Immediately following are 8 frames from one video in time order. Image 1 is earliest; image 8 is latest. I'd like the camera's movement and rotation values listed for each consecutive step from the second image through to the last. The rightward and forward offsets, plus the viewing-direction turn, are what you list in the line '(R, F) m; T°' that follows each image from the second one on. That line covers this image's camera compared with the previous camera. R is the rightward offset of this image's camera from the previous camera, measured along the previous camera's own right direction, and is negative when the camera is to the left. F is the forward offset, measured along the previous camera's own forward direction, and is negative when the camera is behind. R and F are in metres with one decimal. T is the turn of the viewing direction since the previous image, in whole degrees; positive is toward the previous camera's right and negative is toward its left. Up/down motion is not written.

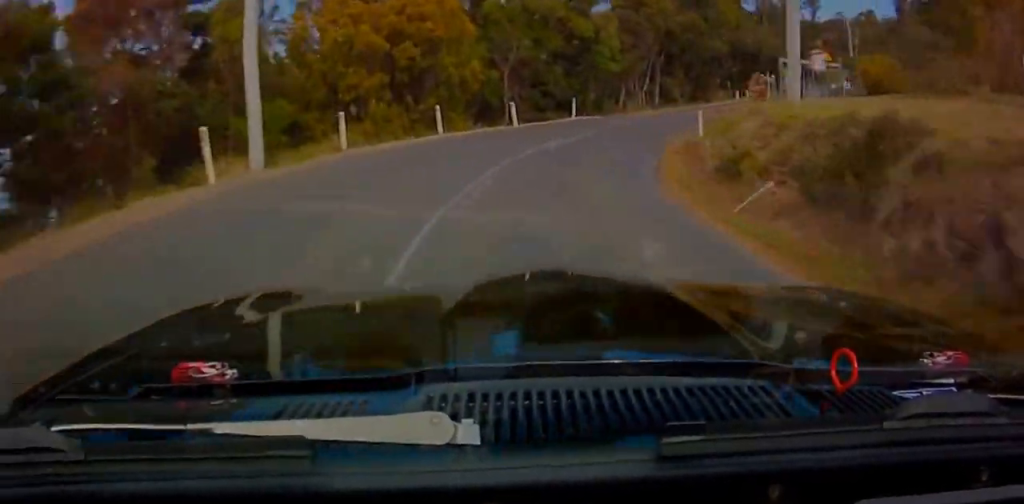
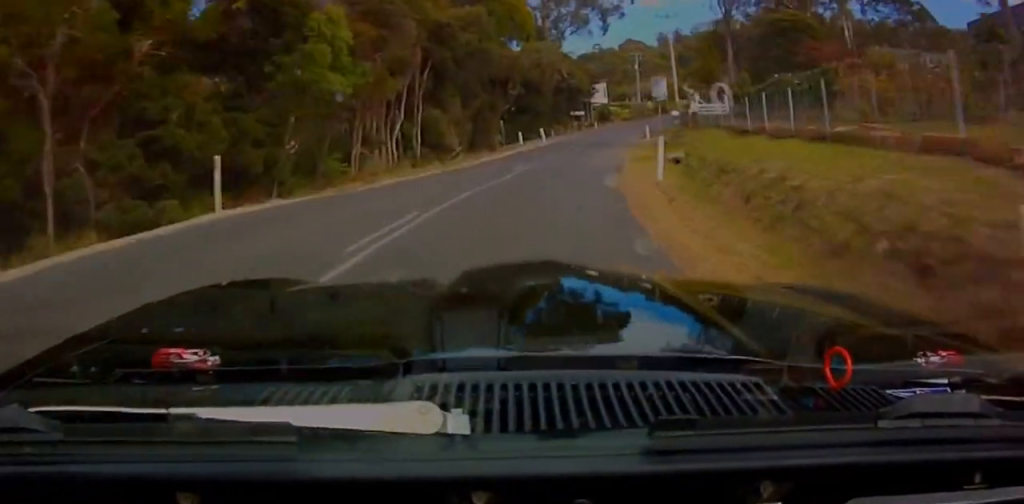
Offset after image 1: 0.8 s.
(0.0, +17.7) m; +3°
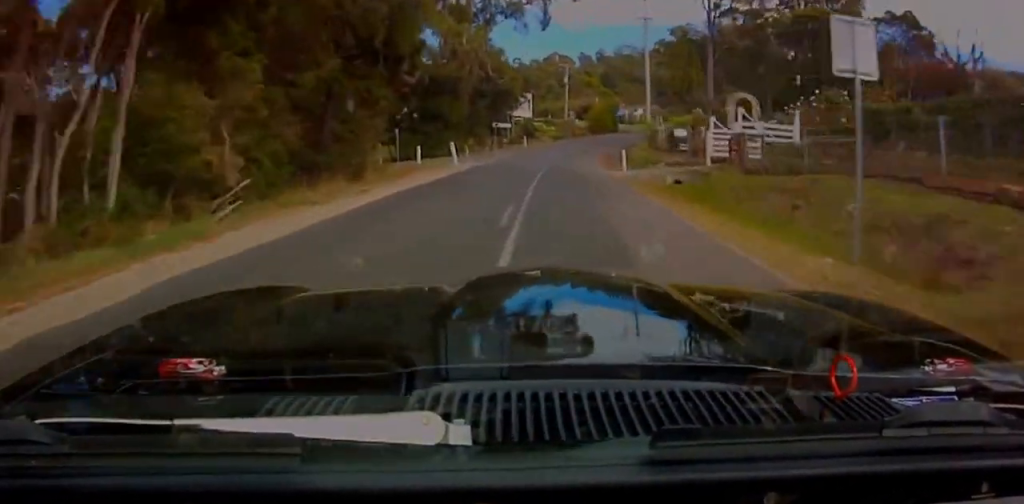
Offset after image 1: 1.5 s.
(+0.3, +14.9) m; +10°
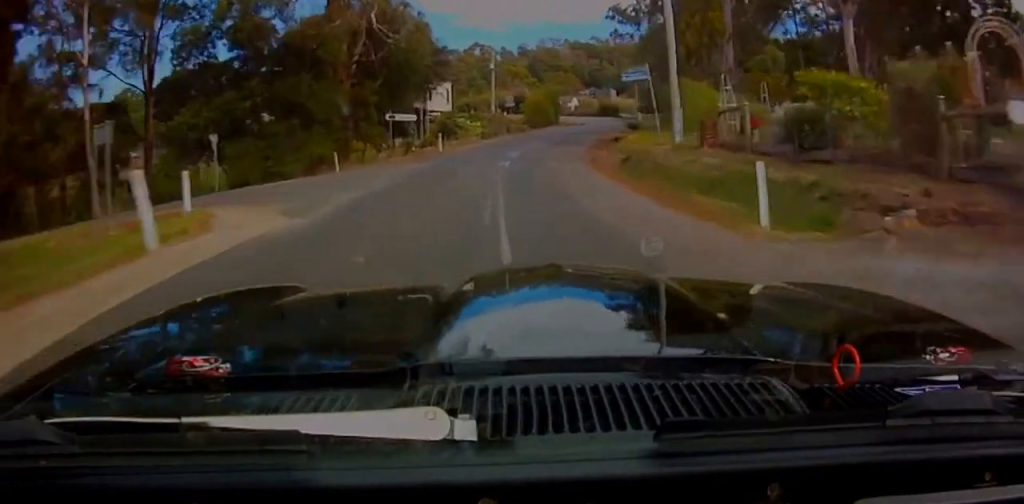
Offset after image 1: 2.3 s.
(-0.3, +15.9) m; +19°
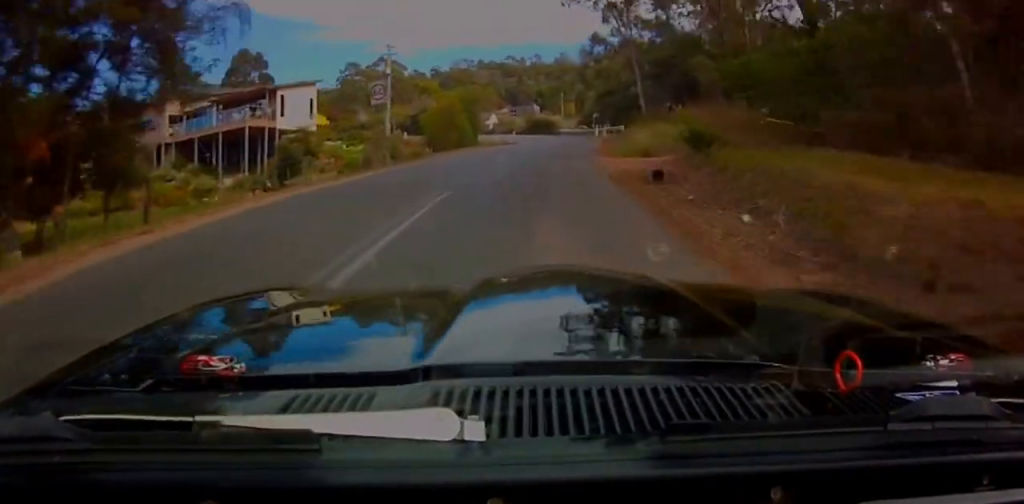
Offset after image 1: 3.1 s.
(+6.6, +23.9) m; +19°
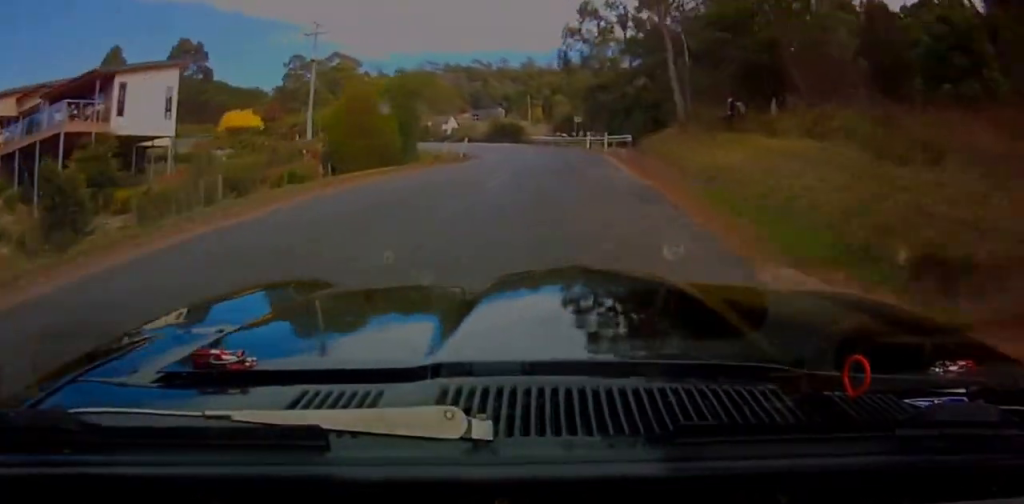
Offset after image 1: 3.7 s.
(+1.7, +18.3) m; +4°
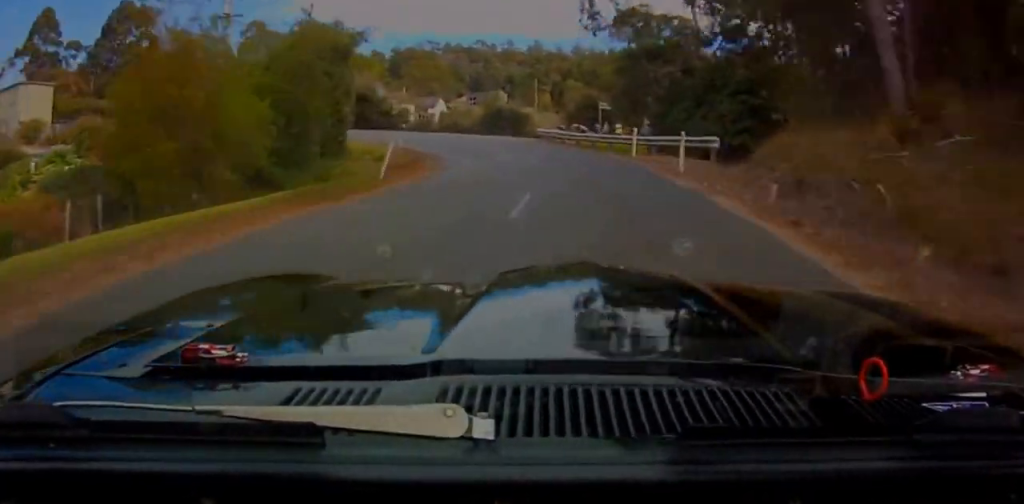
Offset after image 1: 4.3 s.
(+0.7, +17.2) m; +1°
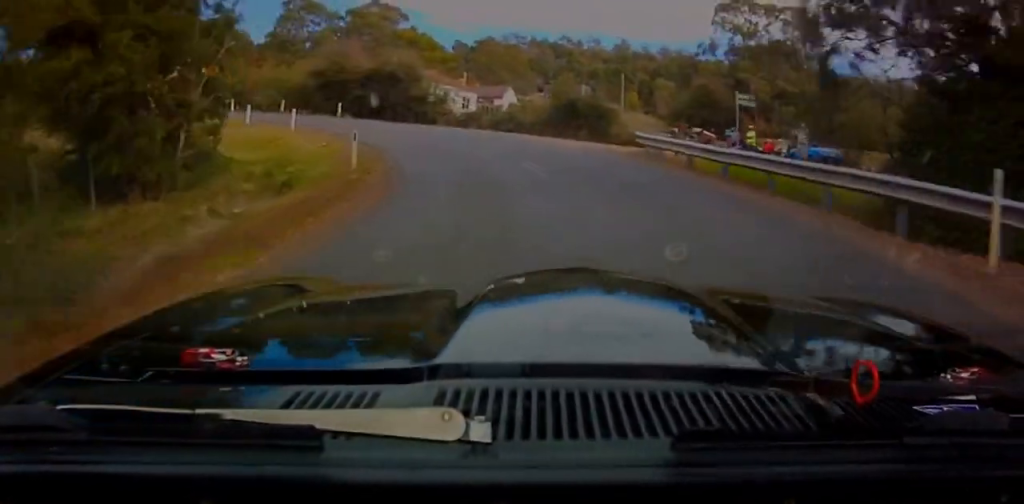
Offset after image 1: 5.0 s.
(+0.5, +19.5) m; -13°
